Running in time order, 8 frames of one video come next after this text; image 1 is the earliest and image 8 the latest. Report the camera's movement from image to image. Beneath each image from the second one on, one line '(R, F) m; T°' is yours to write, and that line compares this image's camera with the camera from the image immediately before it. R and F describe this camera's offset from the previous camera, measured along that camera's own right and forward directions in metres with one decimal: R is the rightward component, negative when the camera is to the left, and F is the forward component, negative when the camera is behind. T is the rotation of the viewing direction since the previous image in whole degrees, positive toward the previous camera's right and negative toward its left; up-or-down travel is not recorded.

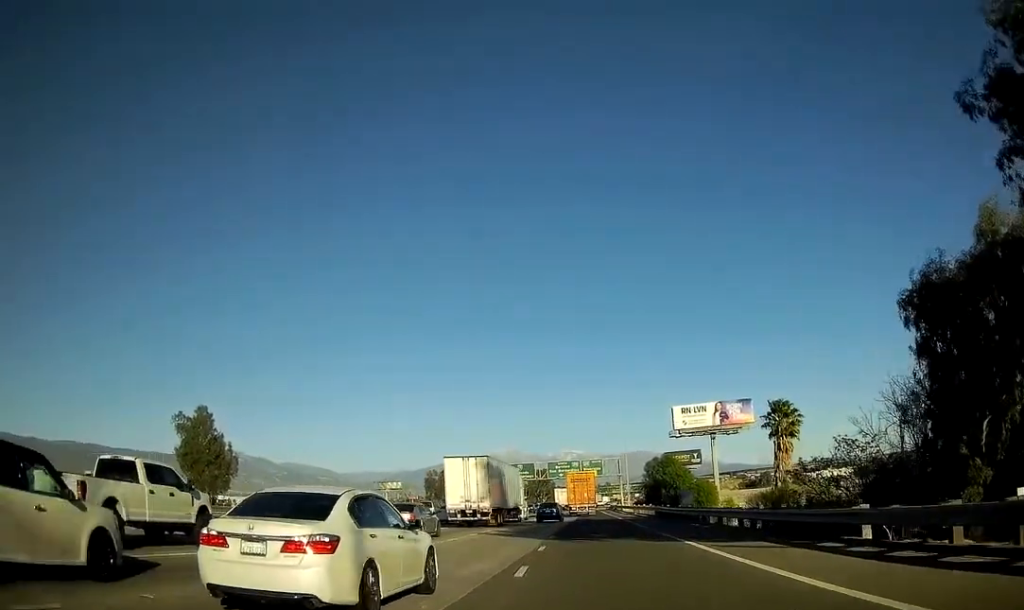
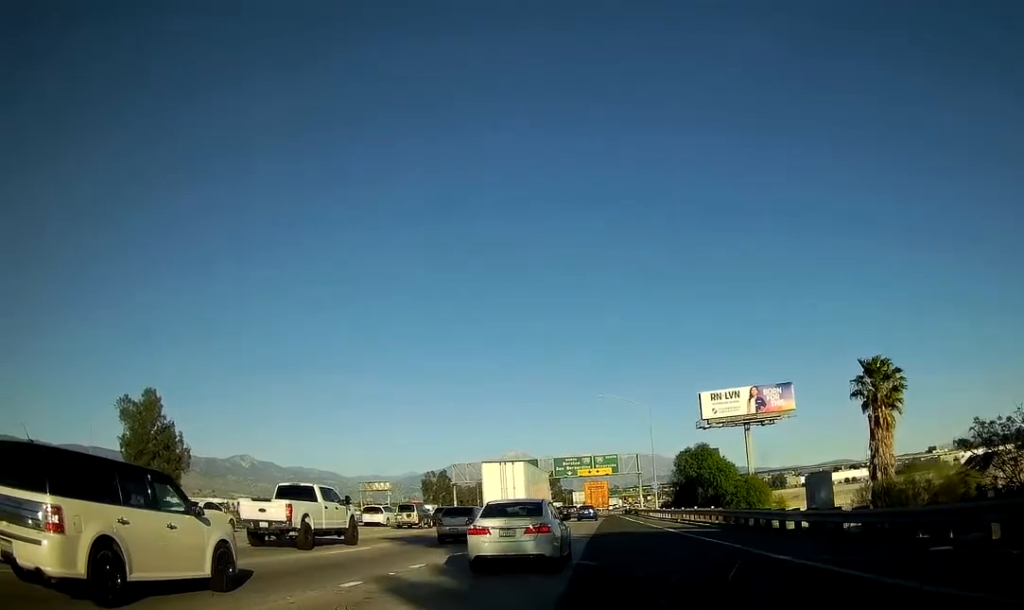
(-0.5, +21.0) m; -1°
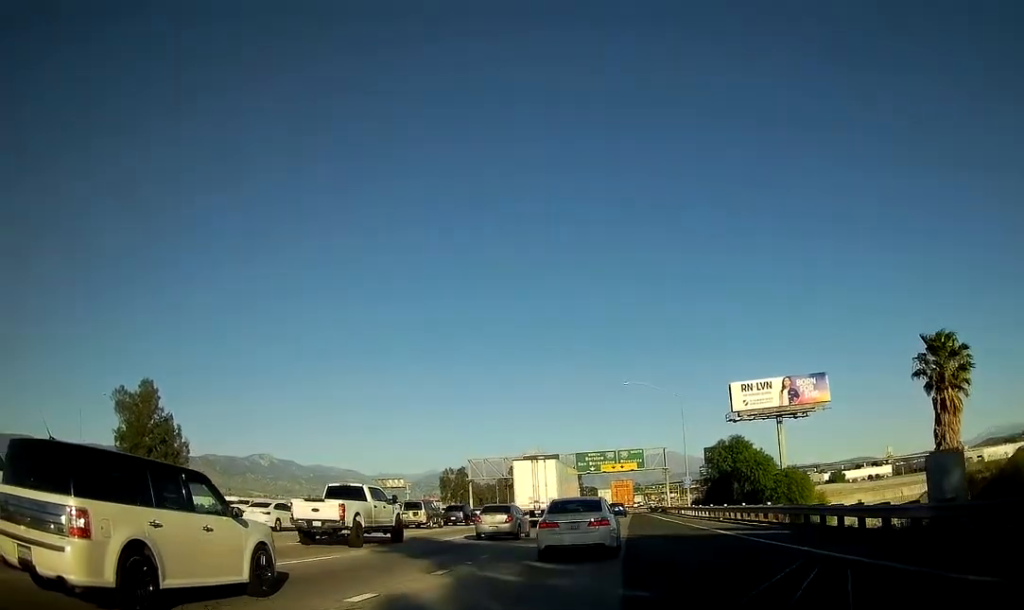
(+0.2, +5.7) m; -1°
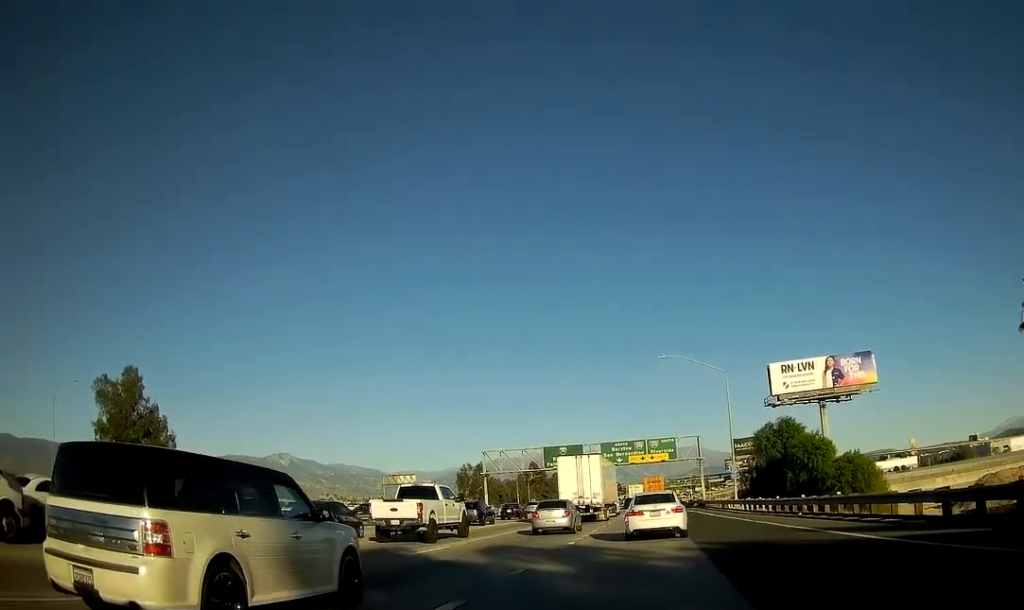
(-0.3, +9.4) m; -2°
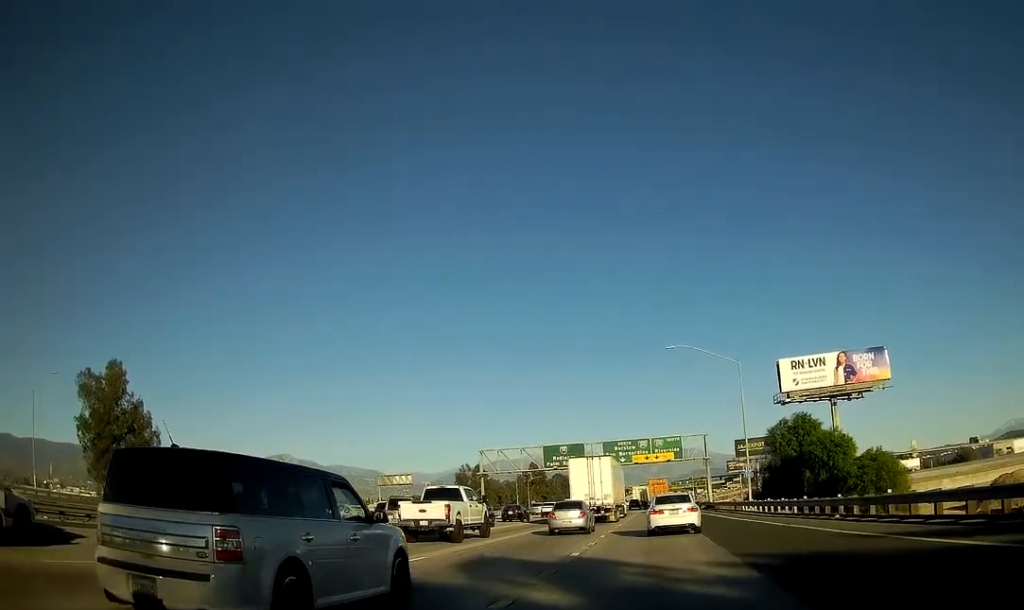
(0.0, +4.6) m; 0°
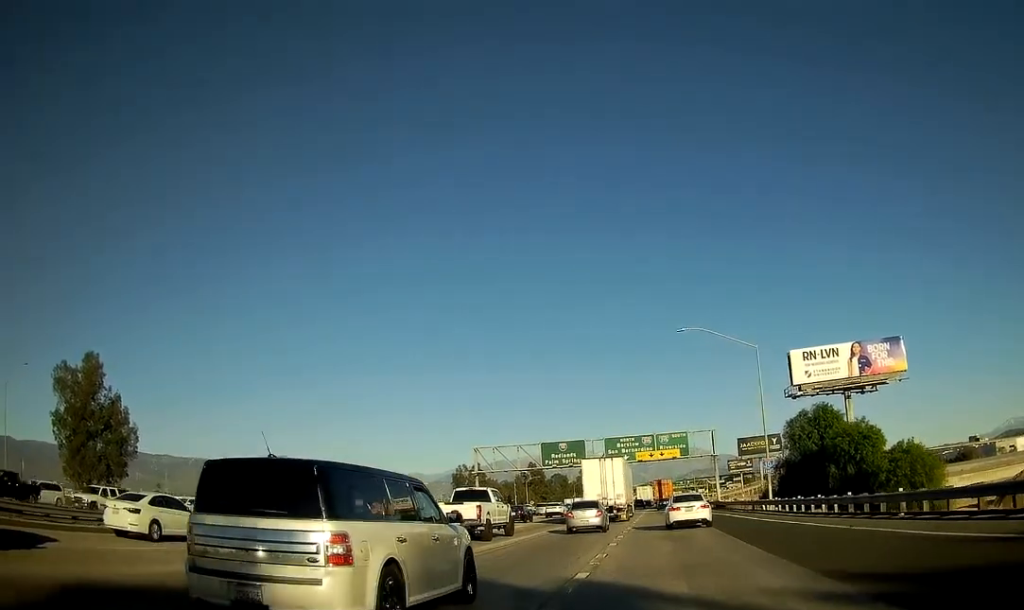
(0.0, +5.6) m; +2°
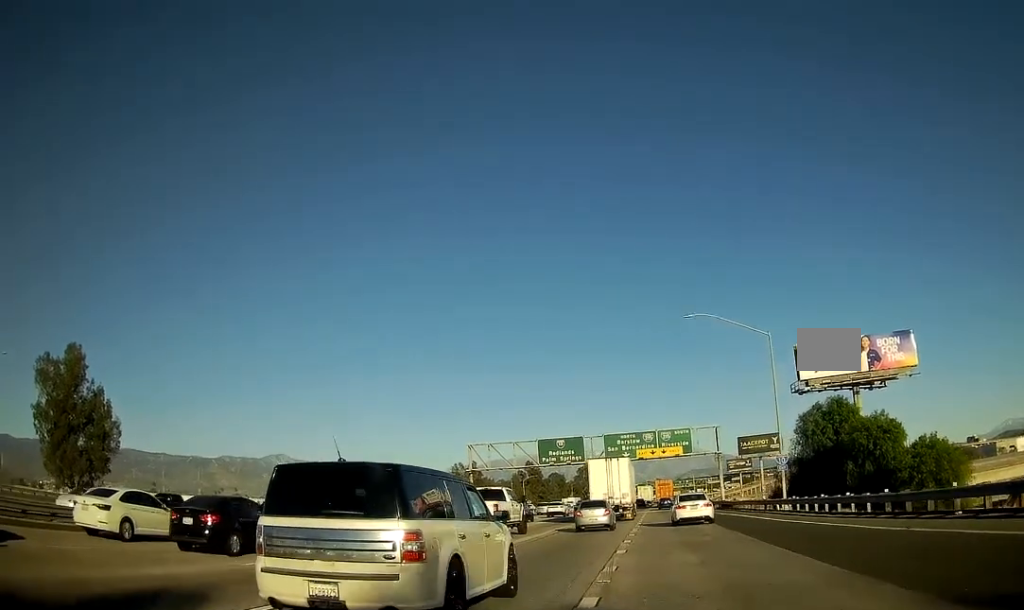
(0.0, +3.6) m; +1°
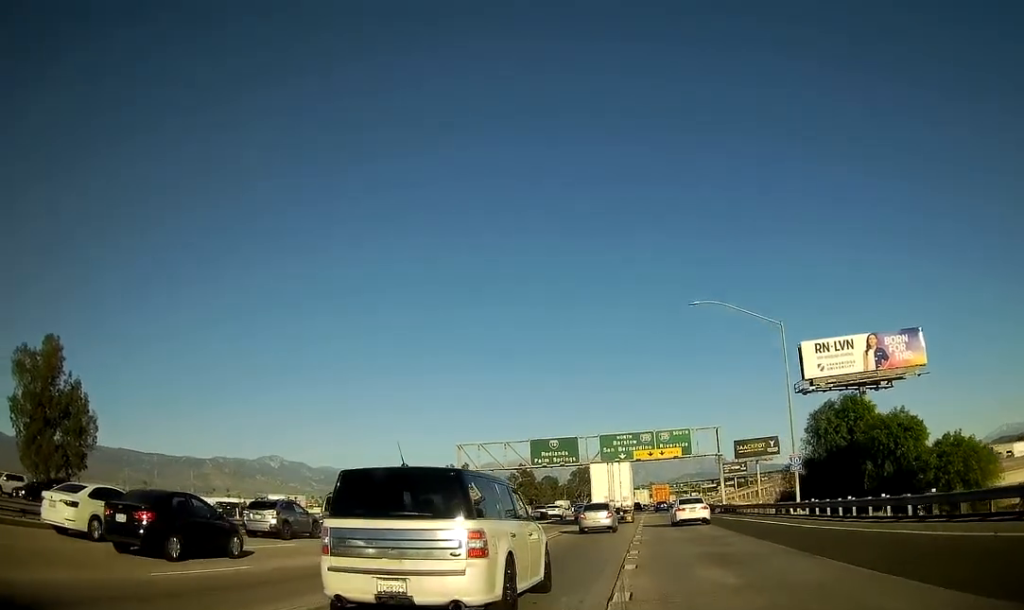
(+0.2, +4.0) m; +1°
